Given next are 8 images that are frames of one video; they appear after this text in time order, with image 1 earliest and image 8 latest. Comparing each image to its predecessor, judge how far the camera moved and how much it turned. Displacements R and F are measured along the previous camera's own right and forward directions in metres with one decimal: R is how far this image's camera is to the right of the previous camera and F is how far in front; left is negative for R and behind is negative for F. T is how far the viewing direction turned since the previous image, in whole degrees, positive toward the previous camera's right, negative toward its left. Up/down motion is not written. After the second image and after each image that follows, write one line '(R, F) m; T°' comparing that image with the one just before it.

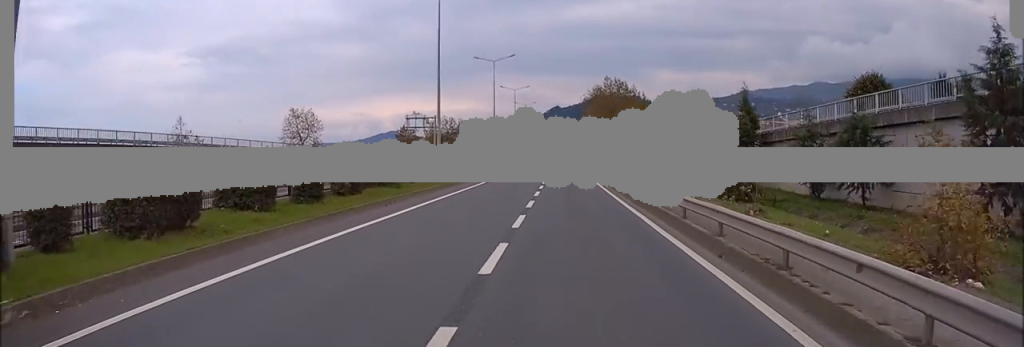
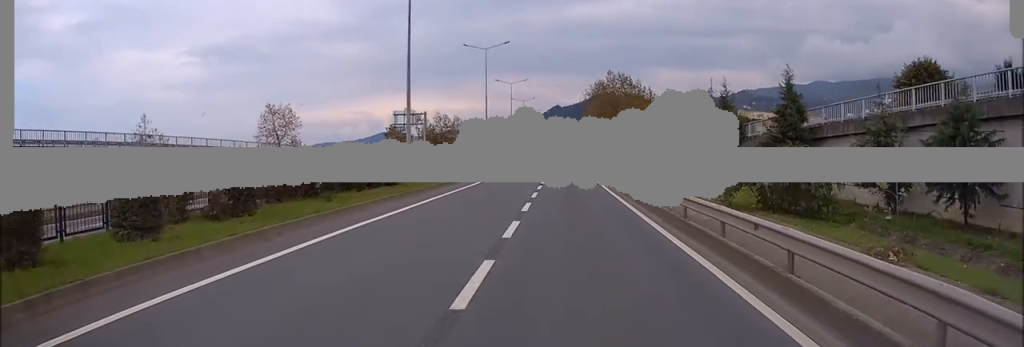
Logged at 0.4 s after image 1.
(0.0, +8.1) m; 0°
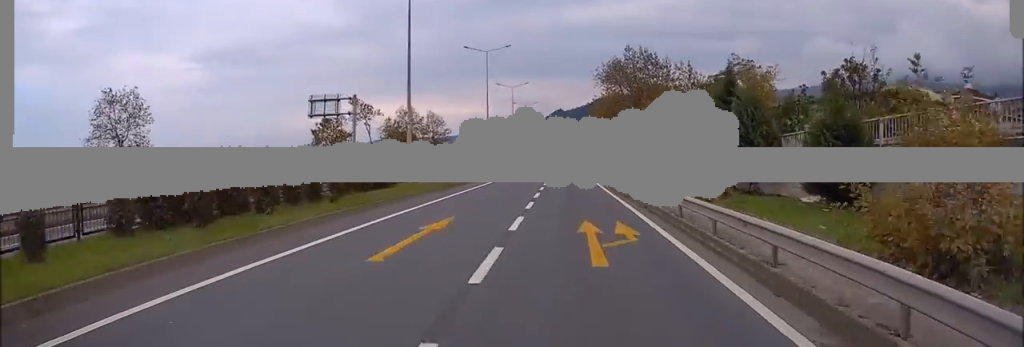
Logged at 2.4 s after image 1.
(-0.2, +35.9) m; -1°
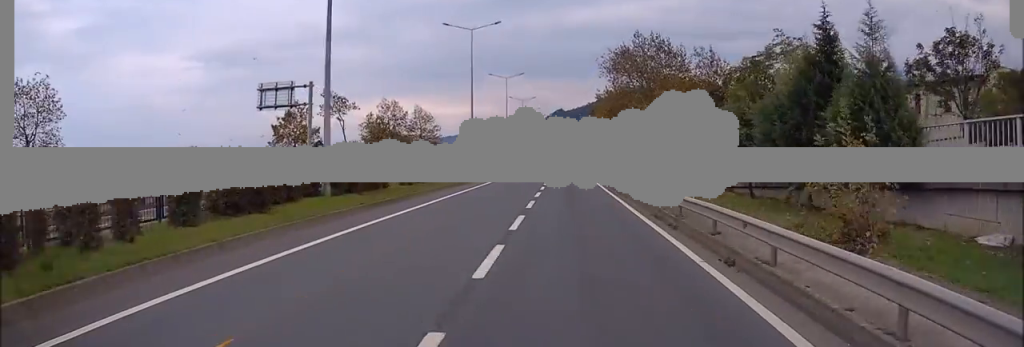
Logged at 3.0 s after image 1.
(0.0, +11.7) m; 0°
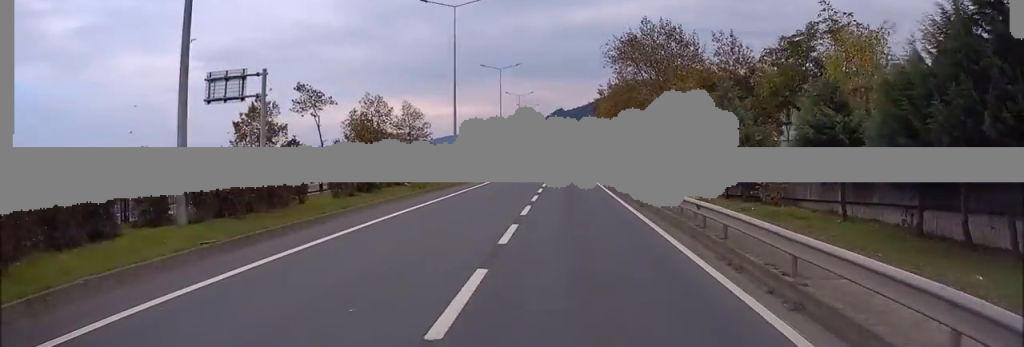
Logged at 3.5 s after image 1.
(0.0, +8.6) m; 0°
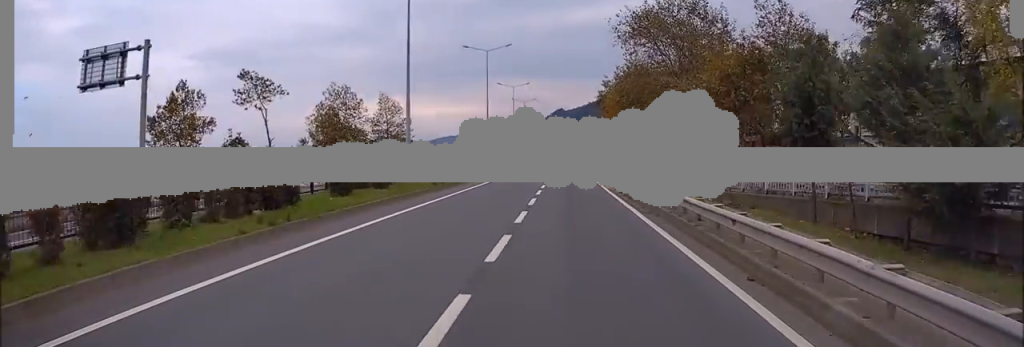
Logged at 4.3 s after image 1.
(-0.1, +14.8) m; 0°
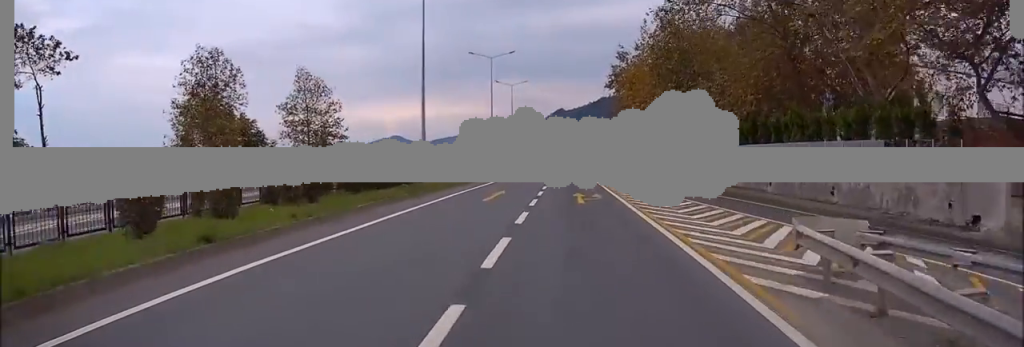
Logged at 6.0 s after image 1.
(+0.3, +31.3) m; 0°
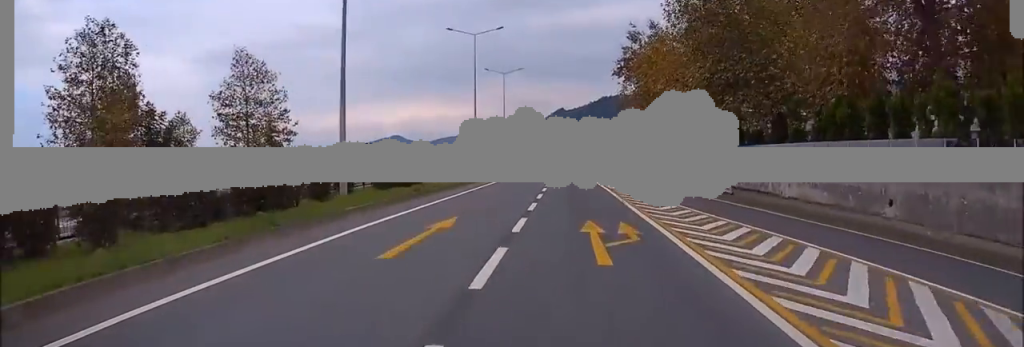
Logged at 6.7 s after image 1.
(-0.1, +13.4) m; 0°
